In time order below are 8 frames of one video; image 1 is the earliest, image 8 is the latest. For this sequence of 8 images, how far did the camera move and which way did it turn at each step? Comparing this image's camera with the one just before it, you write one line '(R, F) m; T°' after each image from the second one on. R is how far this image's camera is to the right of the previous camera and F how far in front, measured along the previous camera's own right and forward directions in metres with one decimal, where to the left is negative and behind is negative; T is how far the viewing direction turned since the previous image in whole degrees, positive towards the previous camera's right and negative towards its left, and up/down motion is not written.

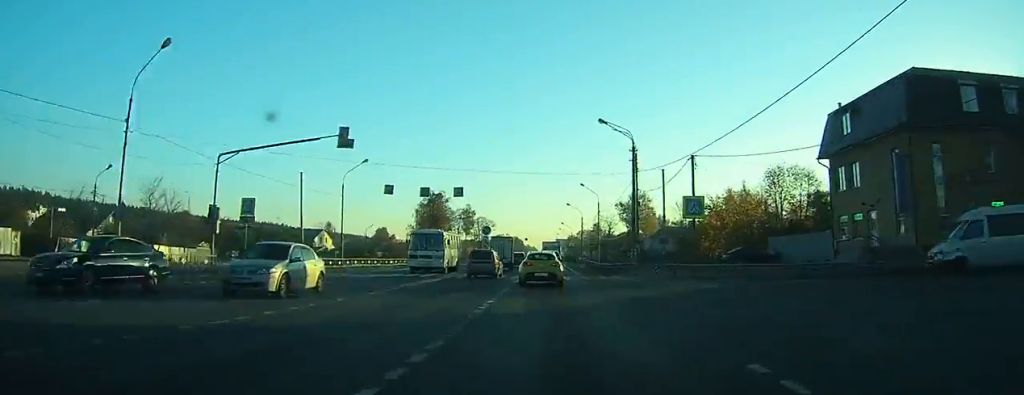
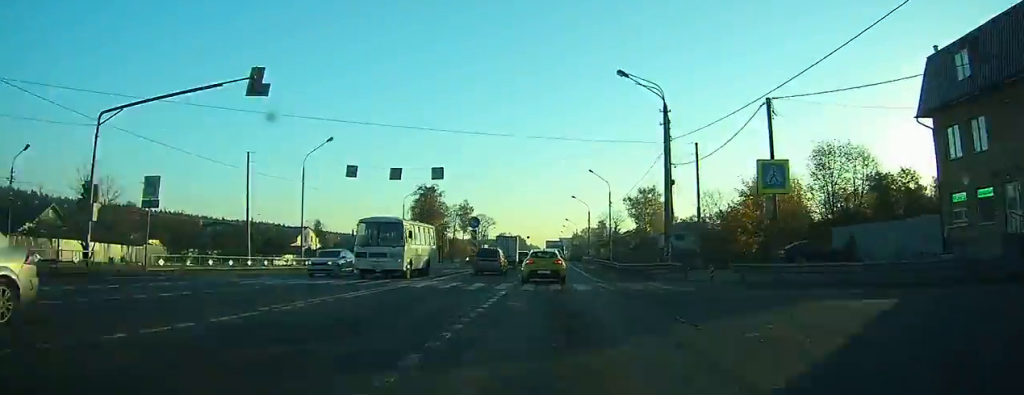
(0.0, +11.9) m; 0°
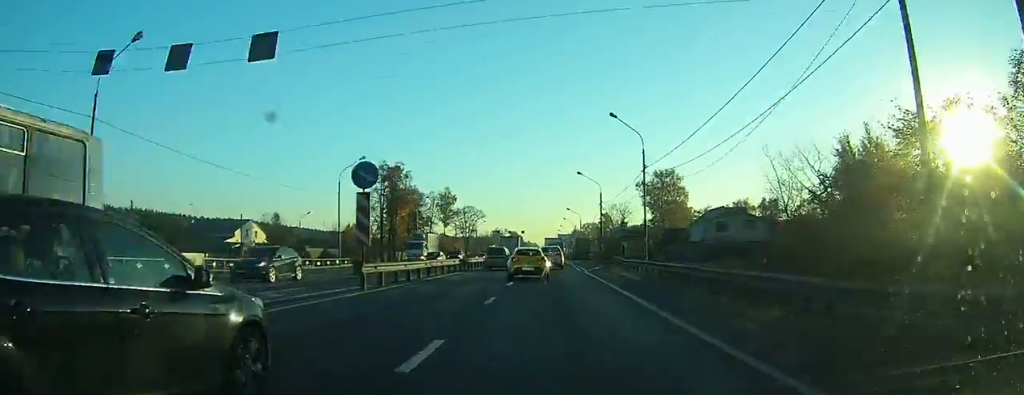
(-0.1, +27.9) m; 0°
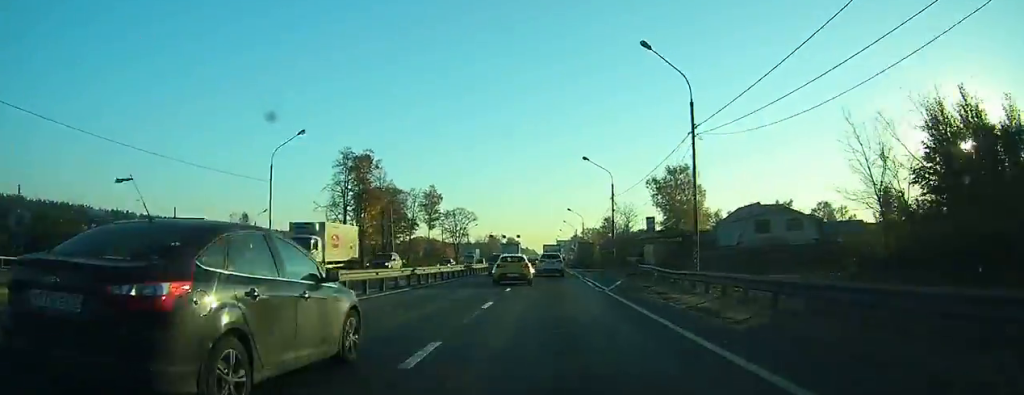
(0.0, +15.8) m; 0°
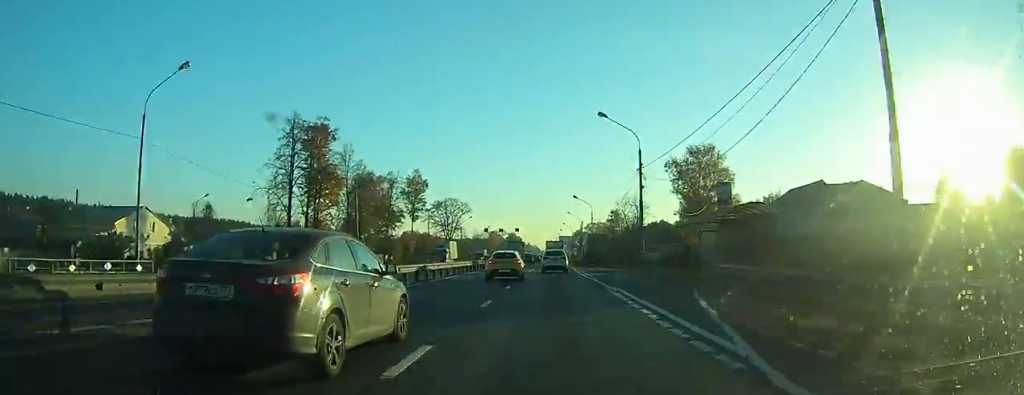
(0.0, +16.5) m; 0°
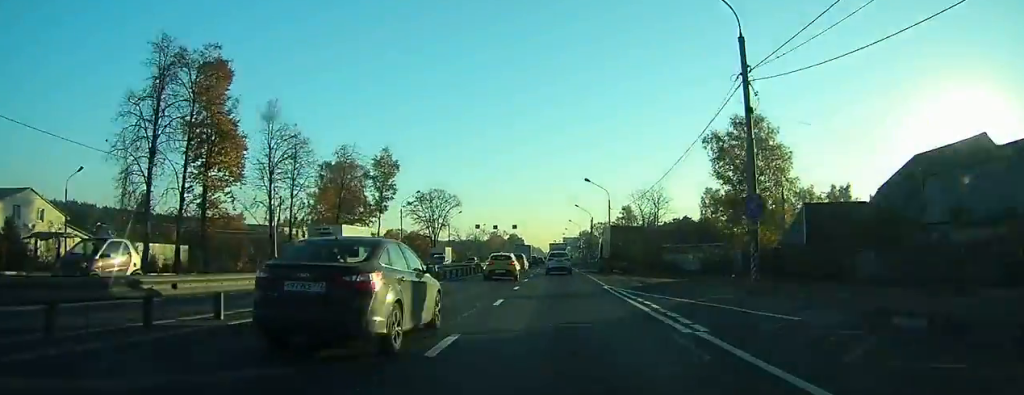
(0.0, +21.6) m; 0°
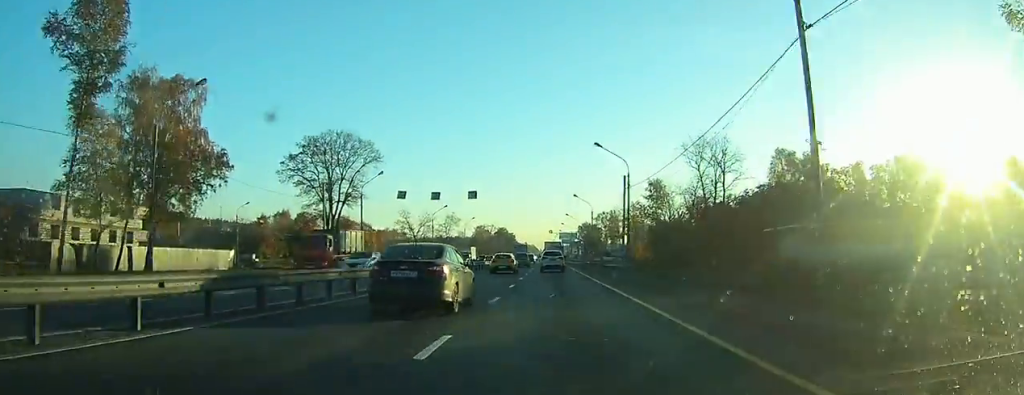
(+0.5, +56.4) m; 0°
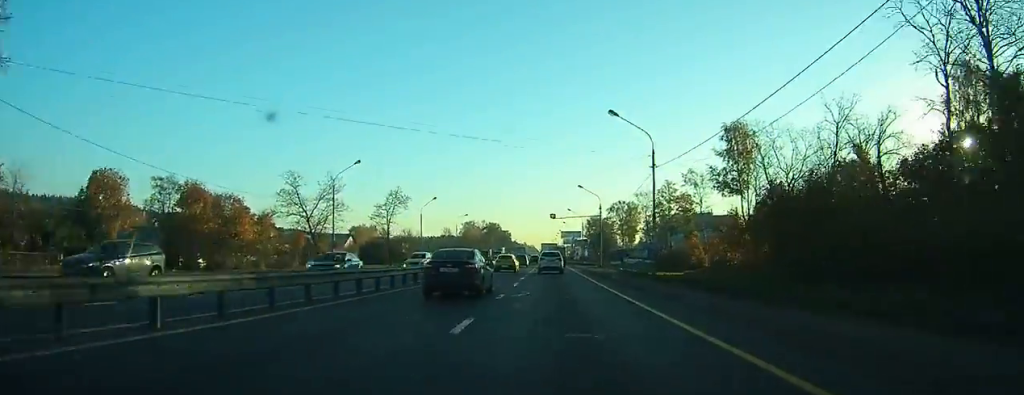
(-0.3, +54.8) m; 0°
